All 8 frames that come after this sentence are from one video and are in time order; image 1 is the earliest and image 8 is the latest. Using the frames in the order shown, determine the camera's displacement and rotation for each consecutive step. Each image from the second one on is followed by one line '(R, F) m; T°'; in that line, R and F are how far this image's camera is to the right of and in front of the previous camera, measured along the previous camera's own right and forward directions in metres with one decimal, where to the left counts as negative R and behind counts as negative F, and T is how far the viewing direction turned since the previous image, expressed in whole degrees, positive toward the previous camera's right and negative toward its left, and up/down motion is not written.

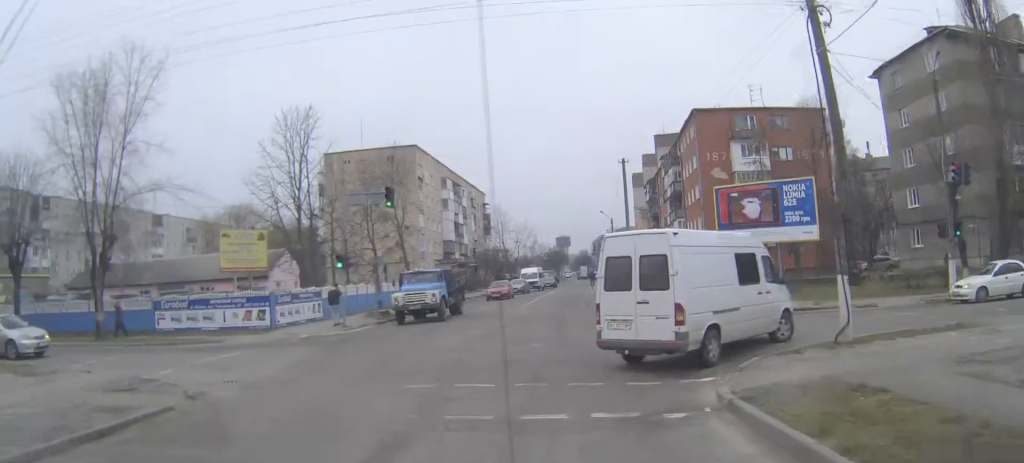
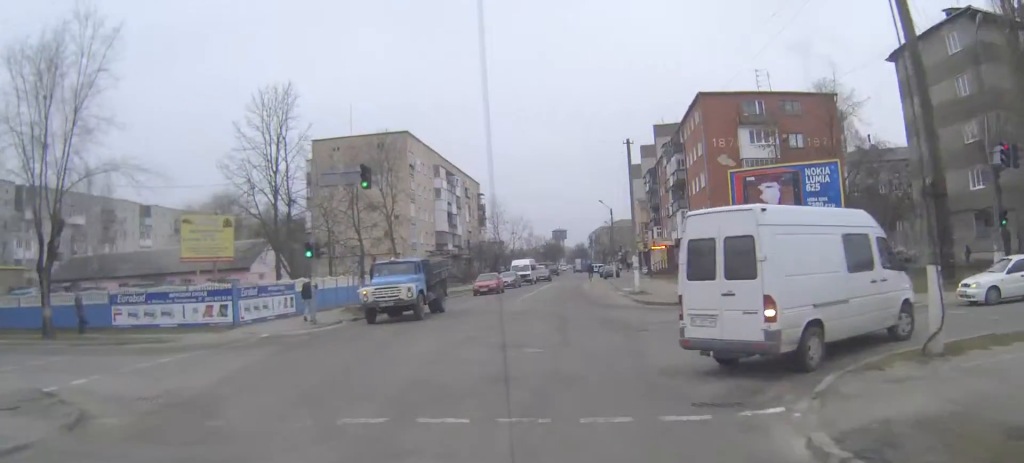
(0.0, +3.7) m; +2°
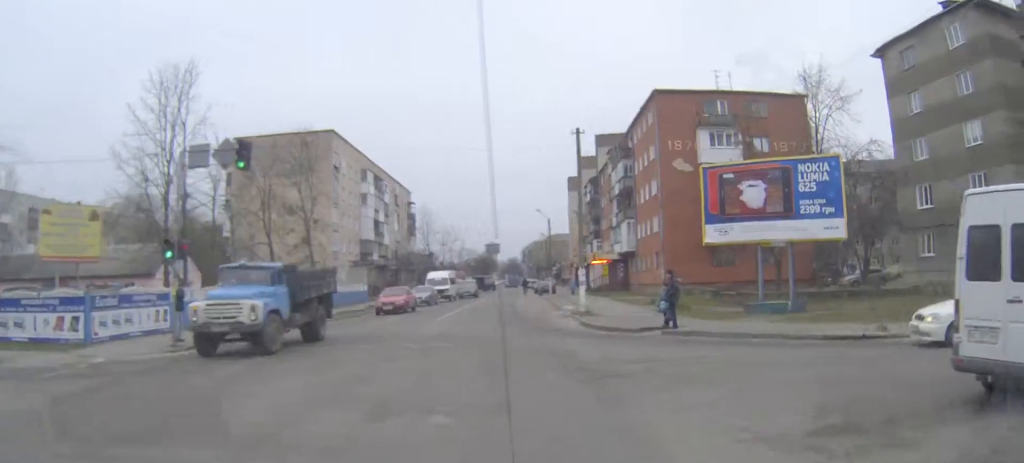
(+0.2, +6.9) m; +10°
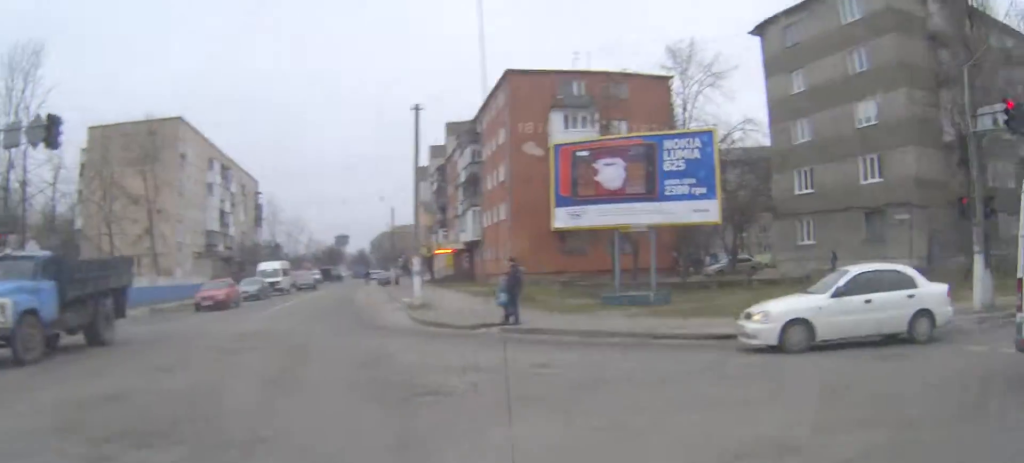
(-0.1, +3.3) m; +10°
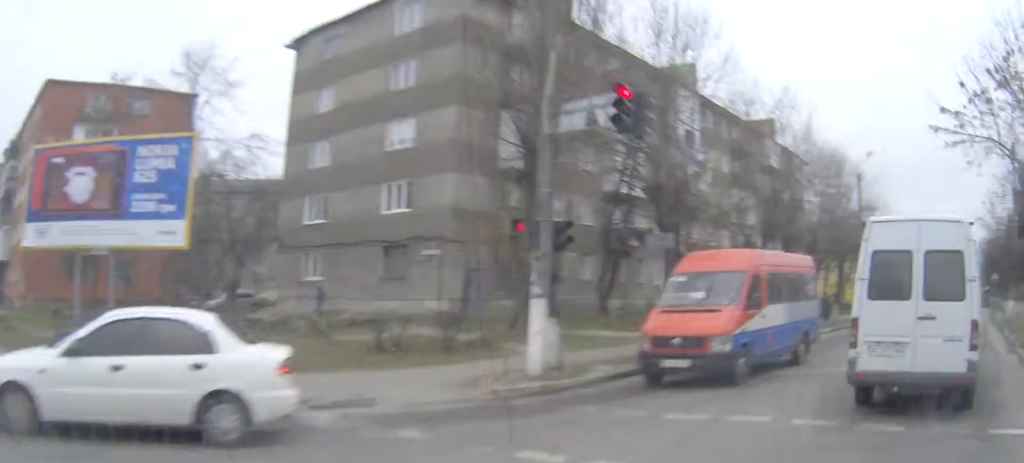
(+1.4, +4.8) m; +32°
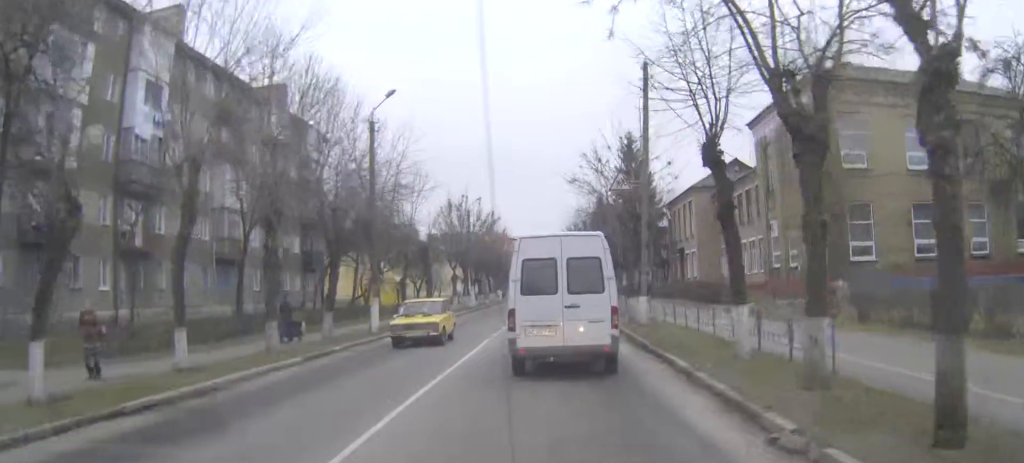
(+5.4, +10.7) m; +34°
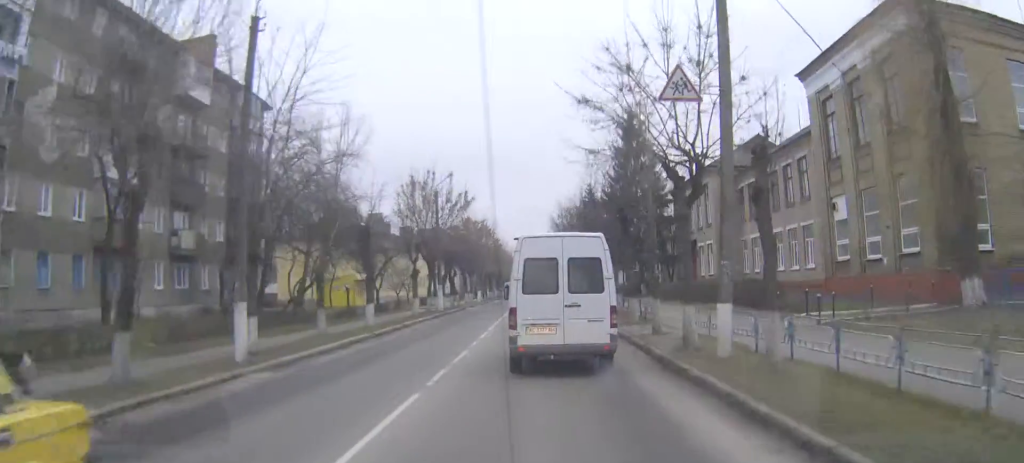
(-0.1, +11.2) m; 0°
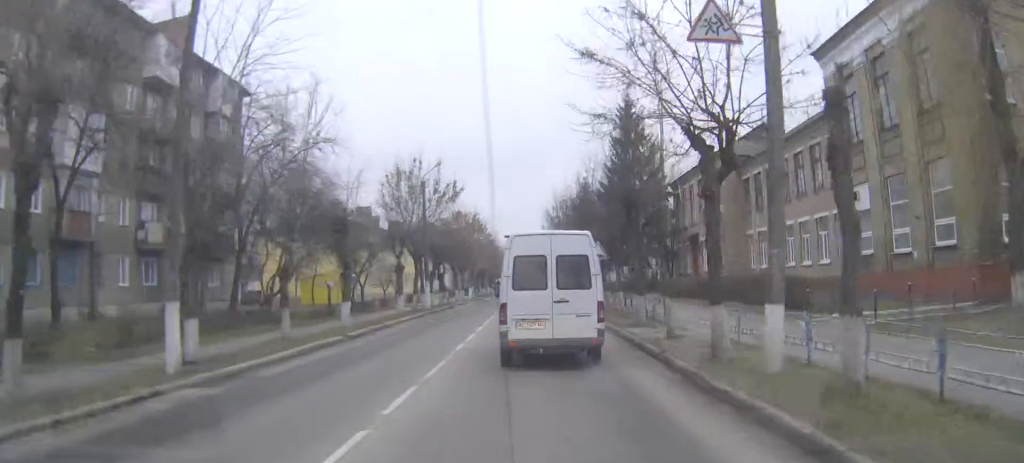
(0.0, +3.1) m; 0°
